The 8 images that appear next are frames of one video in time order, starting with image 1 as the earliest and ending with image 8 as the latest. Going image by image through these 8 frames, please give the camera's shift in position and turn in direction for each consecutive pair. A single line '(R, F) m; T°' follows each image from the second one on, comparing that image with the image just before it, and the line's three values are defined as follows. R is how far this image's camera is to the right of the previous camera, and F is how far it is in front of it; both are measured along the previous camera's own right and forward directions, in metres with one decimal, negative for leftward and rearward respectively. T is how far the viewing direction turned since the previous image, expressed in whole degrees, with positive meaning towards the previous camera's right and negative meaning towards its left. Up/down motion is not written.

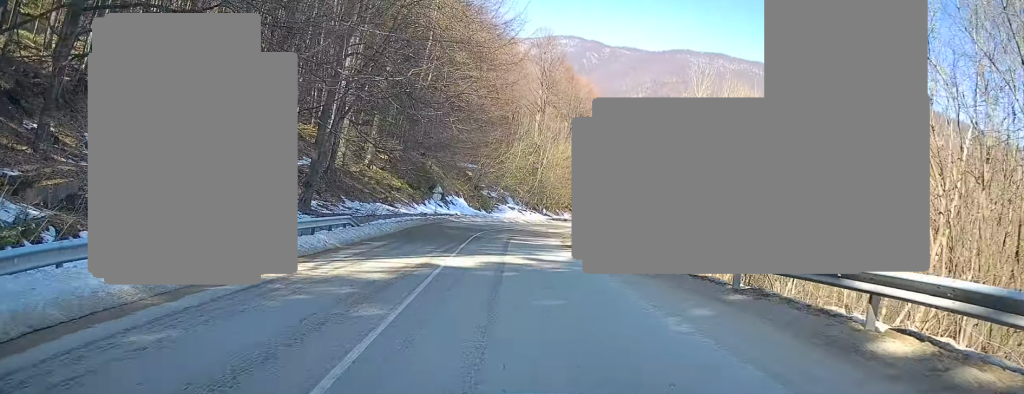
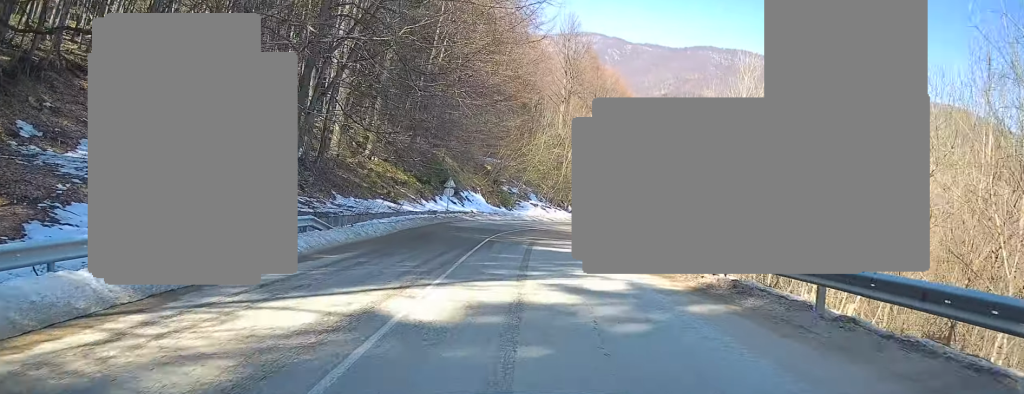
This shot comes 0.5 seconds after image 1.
(-0.1, +6.7) m; -1°
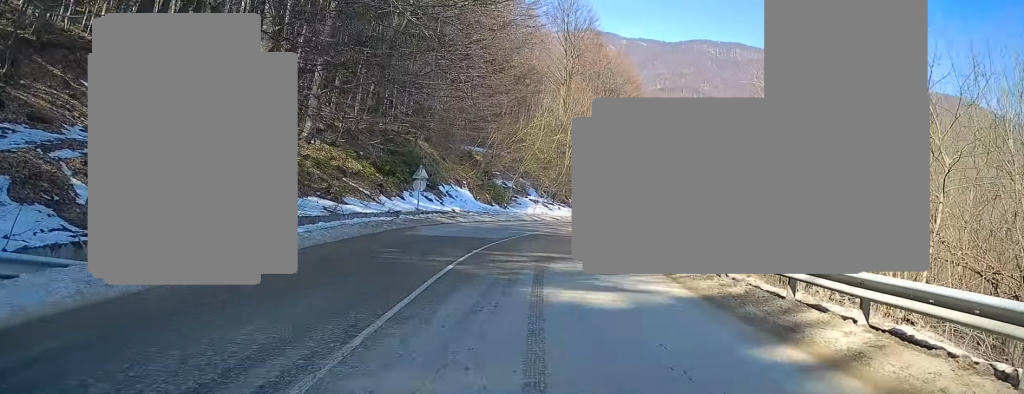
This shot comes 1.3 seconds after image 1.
(0.0, +12.0) m; +1°
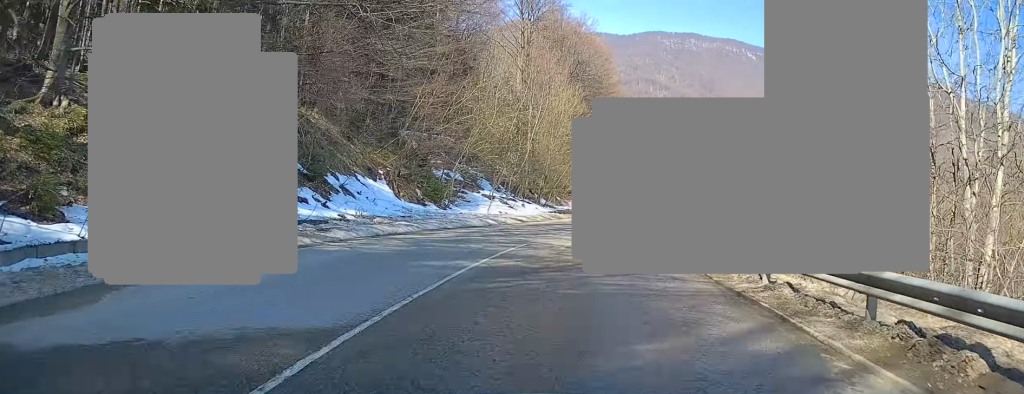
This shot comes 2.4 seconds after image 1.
(+0.3, +16.6) m; +4°
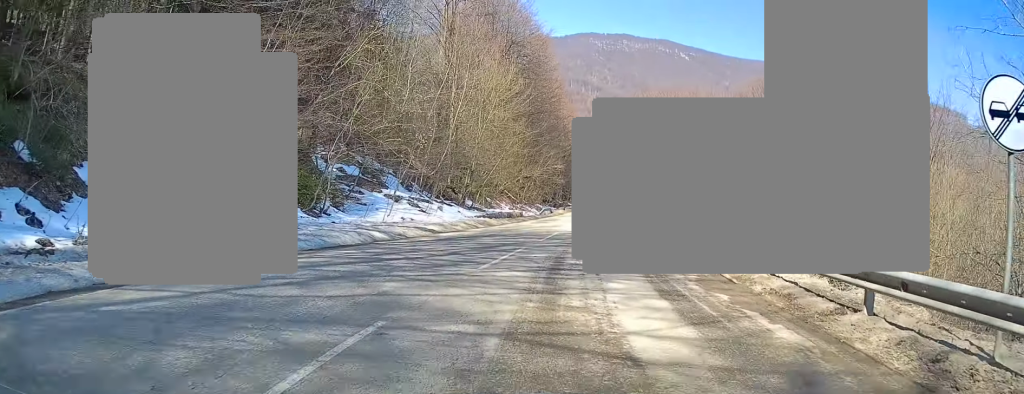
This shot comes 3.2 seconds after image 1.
(+0.6, +12.0) m; +5°
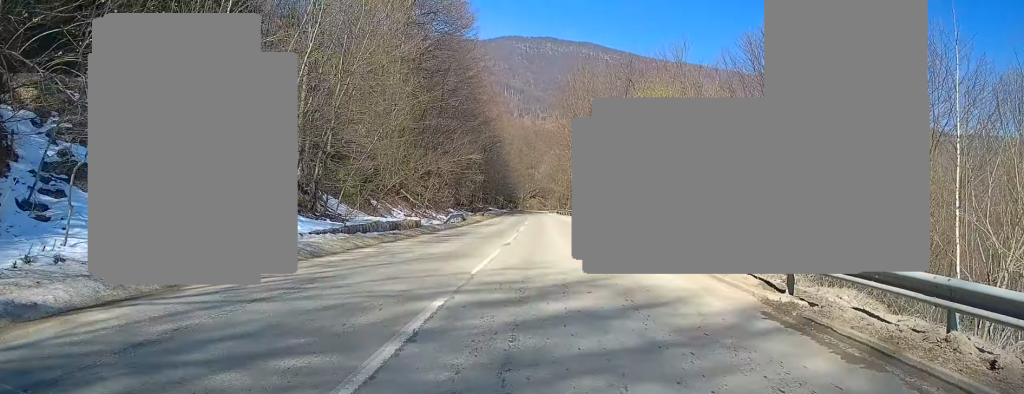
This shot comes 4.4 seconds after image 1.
(+1.3, +18.2) m; +7°
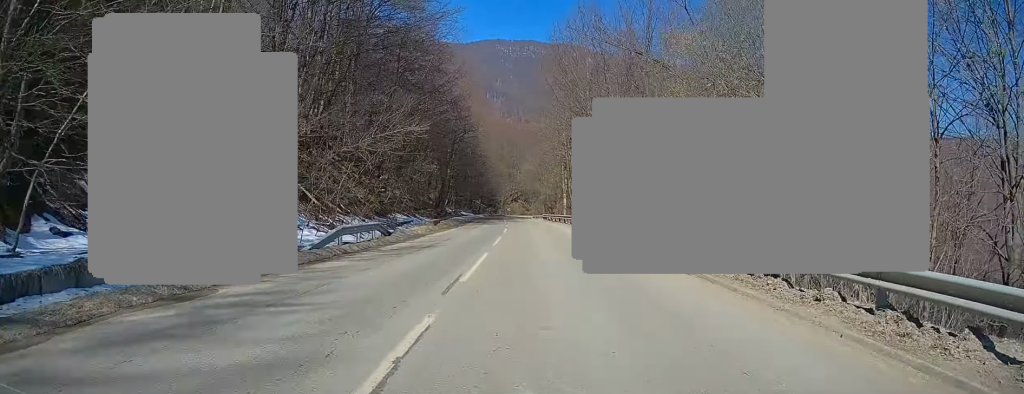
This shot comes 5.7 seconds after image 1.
(+0.8, +19.0) m; +3°
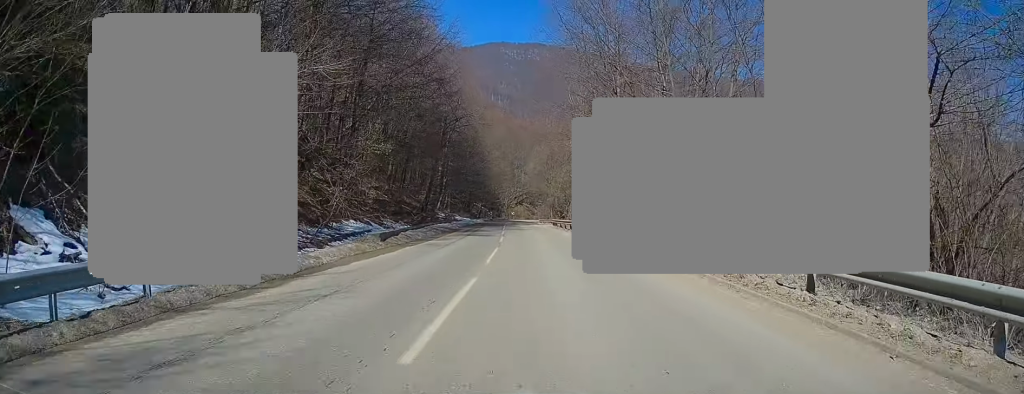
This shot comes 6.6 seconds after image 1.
(-0.1, +14.2) m; -2°
